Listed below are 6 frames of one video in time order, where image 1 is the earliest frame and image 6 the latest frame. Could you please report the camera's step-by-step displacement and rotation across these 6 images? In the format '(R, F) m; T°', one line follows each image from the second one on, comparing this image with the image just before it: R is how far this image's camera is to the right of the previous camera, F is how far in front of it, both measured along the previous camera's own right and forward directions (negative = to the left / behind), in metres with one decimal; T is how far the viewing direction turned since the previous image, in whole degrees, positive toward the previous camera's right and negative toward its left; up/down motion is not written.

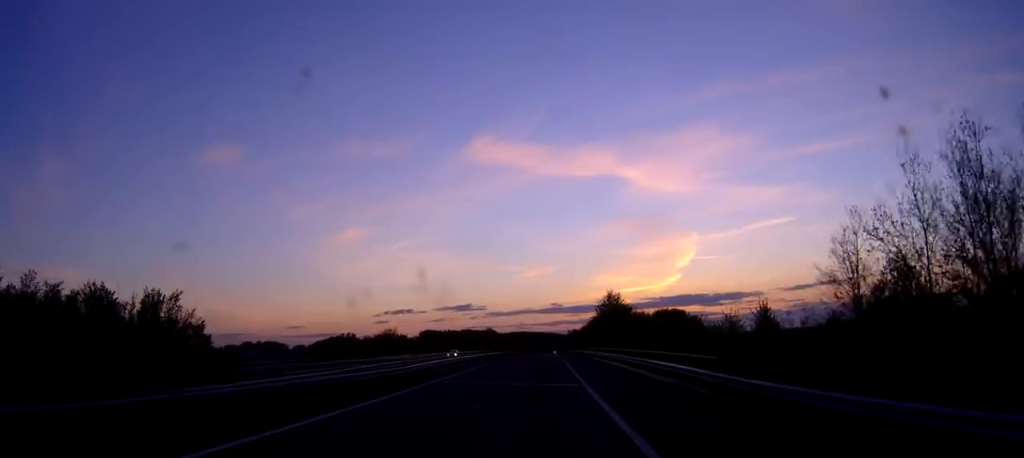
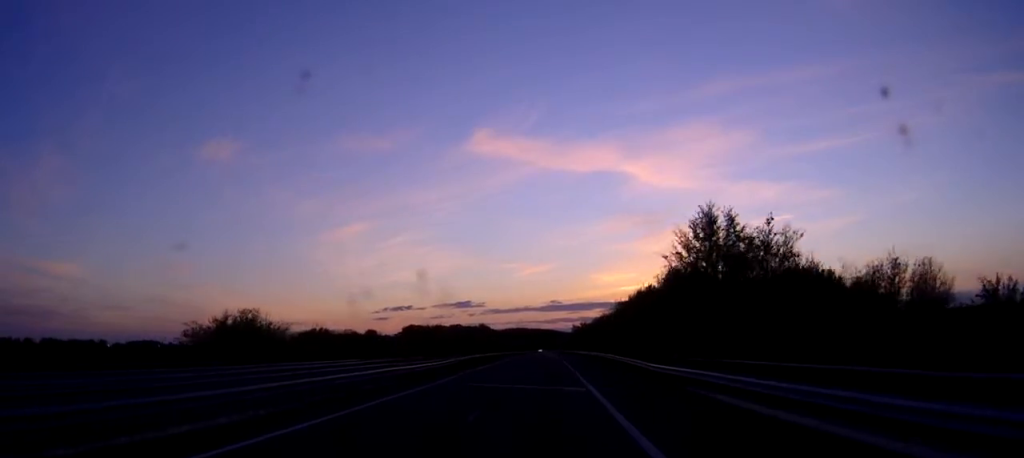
(+0.6, +60.7) m; 0°
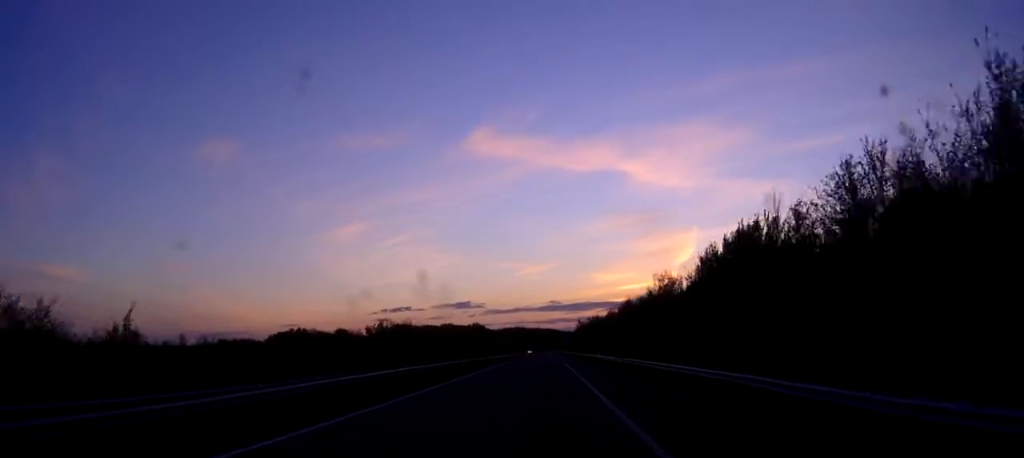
(-0.2, +39.9) m; -1°
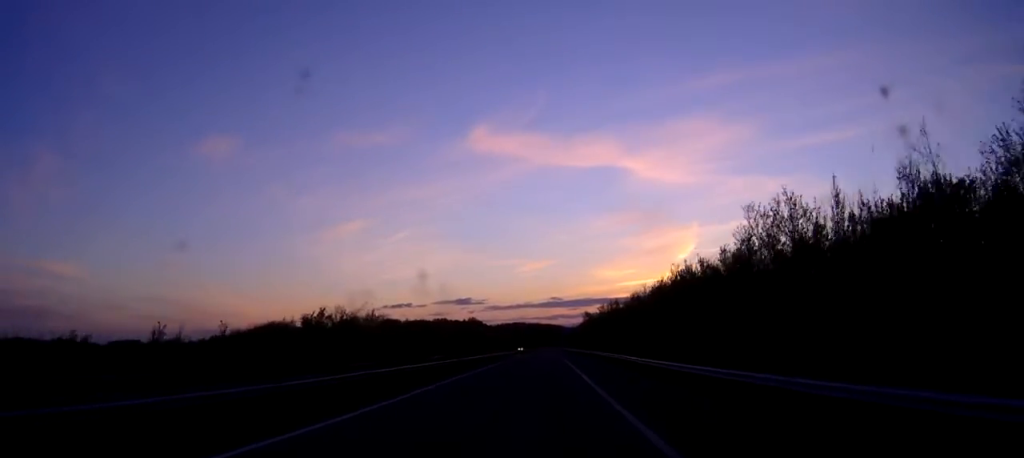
(-0.1, +33.1) m; 0°
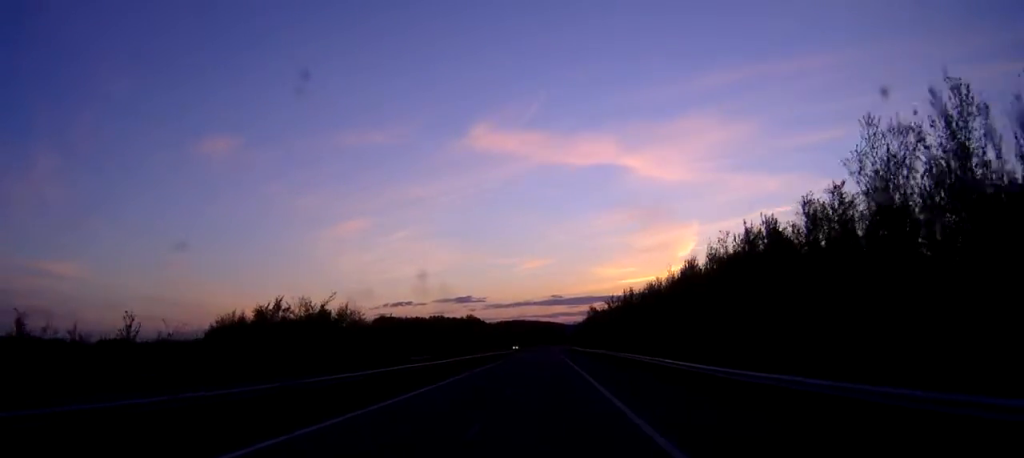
(+0.1, +15.4) m; 0°
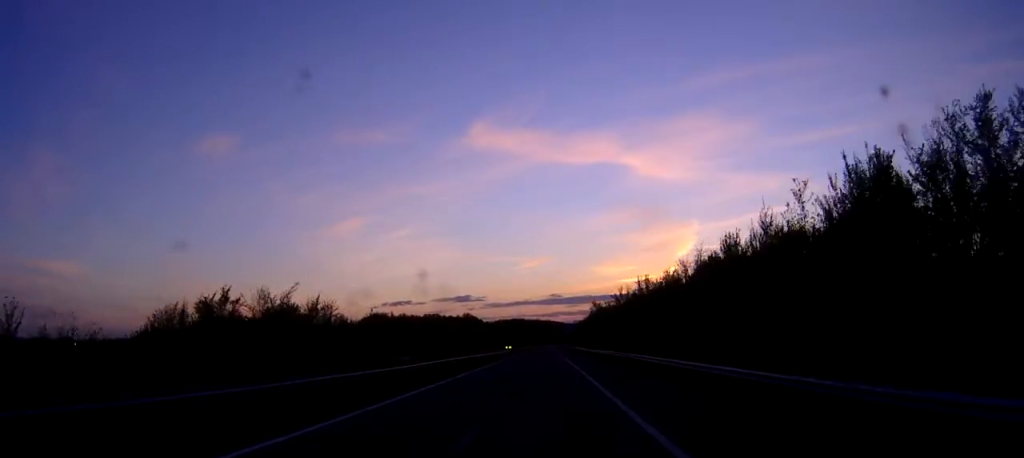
(0.0, +12.9) m; 0°
